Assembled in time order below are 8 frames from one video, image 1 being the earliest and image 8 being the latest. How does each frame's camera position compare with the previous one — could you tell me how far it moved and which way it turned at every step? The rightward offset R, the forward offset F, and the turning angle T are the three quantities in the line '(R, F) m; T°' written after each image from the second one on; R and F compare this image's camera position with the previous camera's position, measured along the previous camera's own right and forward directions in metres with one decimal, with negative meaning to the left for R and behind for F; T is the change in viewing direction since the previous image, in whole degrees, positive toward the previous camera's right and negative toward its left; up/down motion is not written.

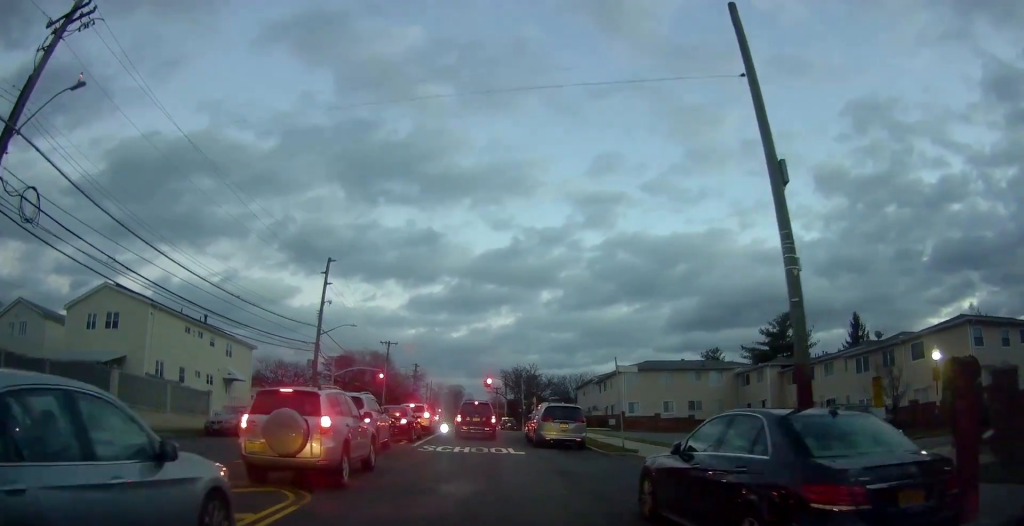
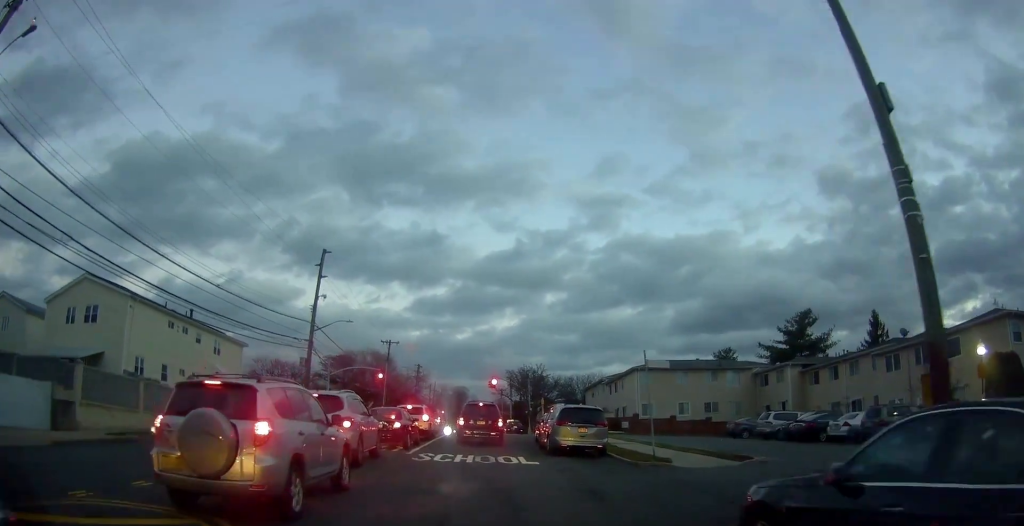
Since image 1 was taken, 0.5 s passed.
(-0.1, +3.6) m; 0°
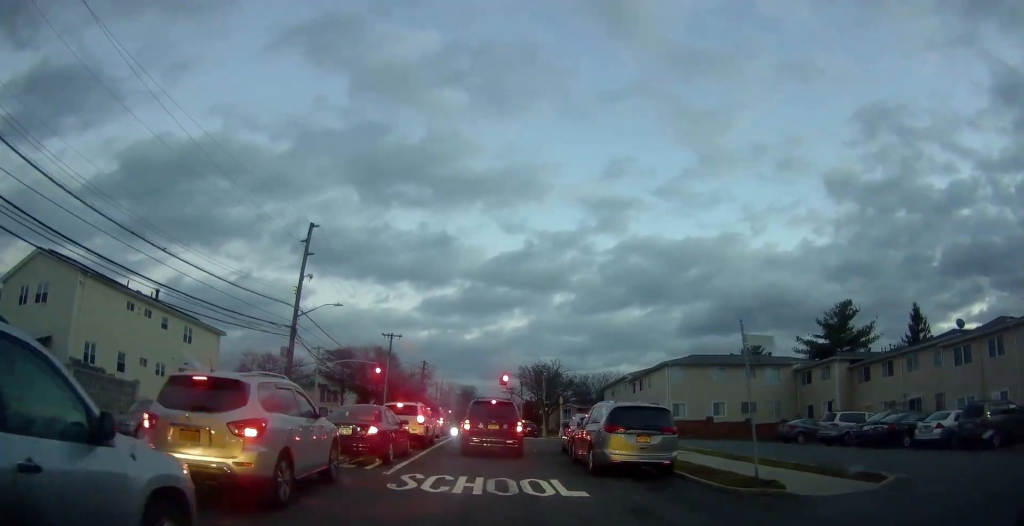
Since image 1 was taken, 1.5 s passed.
(0.0, +7.9) m; 0°
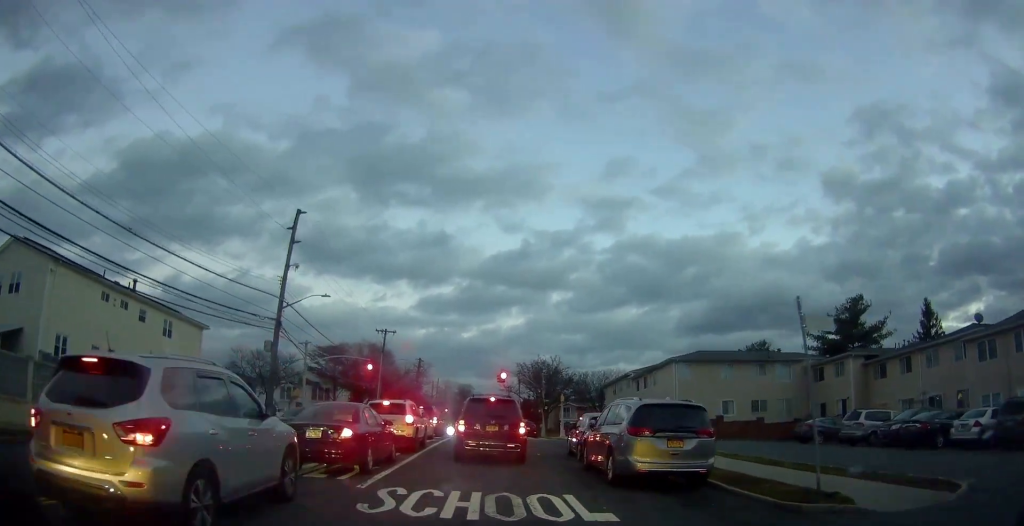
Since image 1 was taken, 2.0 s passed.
(0.0, +3.4) m; 0°
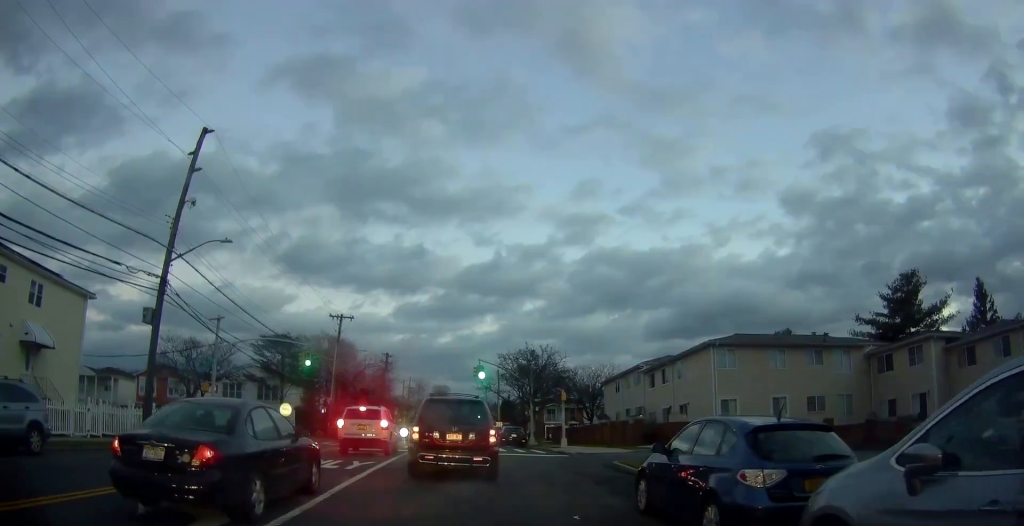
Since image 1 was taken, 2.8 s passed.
(-0.1, +5.4) m; -1°
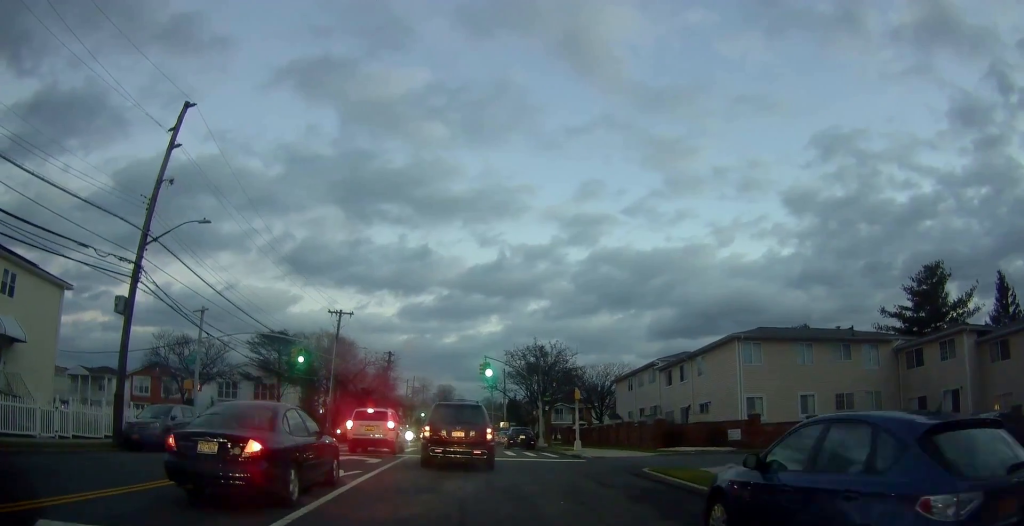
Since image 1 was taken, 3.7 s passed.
(+0.1, +4.2) m; +3°
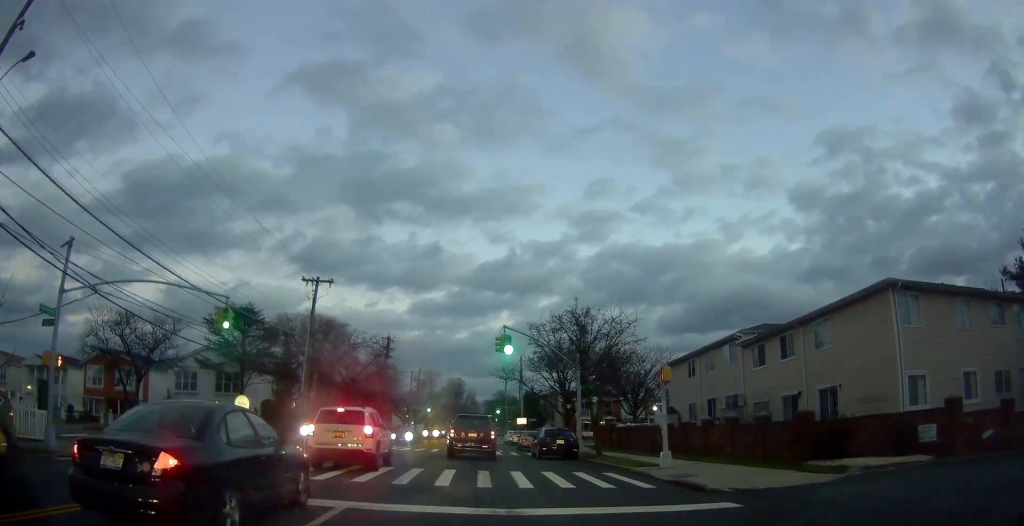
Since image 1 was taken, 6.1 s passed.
(+0.3, +13.7) m; -1°
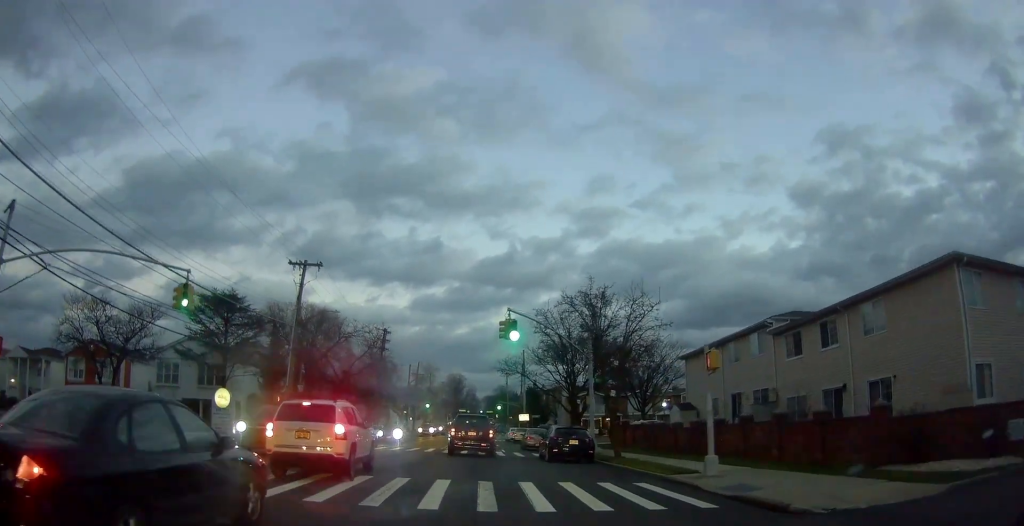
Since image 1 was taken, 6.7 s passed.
(-0.2, +3.6) m; 0°
